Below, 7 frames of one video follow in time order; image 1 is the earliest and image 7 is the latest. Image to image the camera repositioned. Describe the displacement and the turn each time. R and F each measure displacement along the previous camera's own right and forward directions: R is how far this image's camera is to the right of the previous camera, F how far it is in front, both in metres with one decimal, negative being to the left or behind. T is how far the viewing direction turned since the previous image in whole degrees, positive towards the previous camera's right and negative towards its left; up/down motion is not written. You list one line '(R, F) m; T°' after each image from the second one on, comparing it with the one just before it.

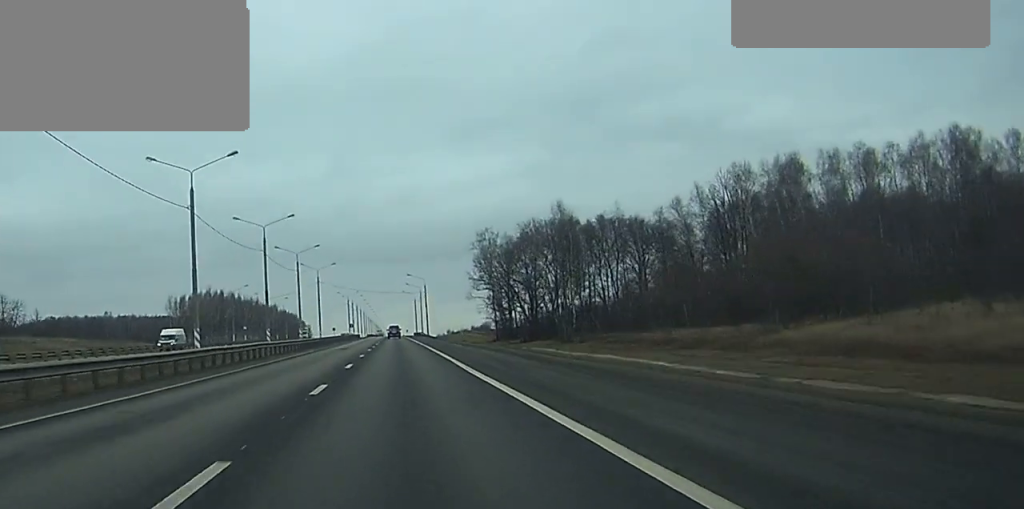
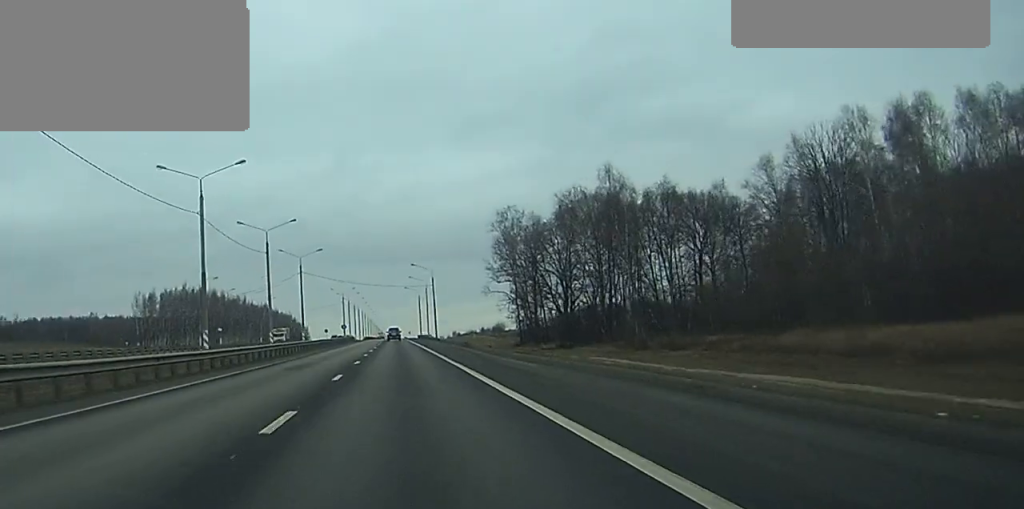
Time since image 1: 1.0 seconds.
(0.0, +30.3) m; 0°
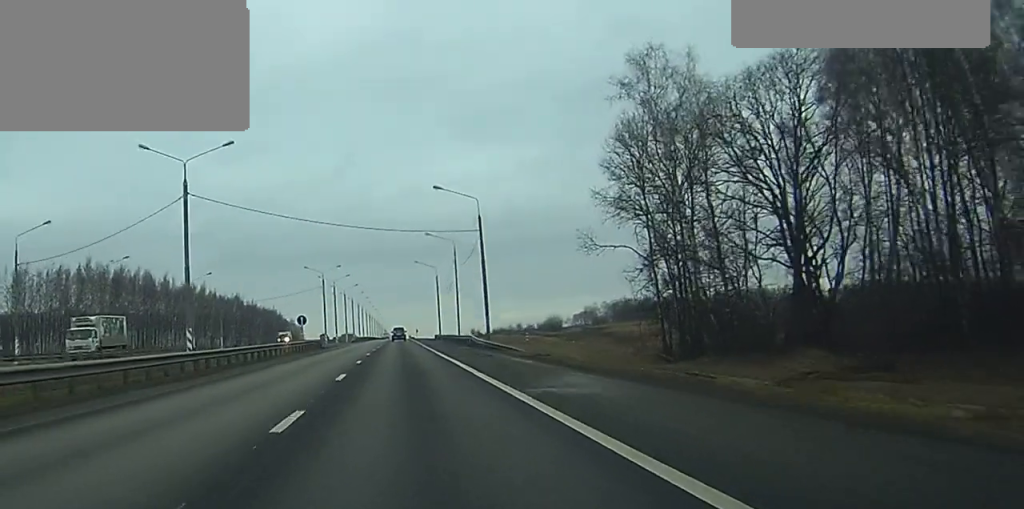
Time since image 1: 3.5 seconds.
(-0.1, +71.8) m; 0°
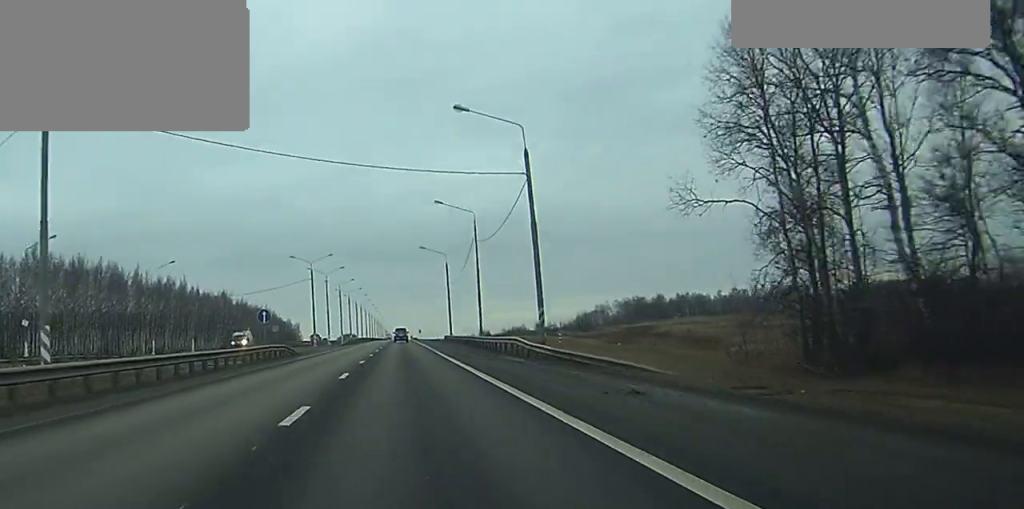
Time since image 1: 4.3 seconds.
(0.0, +23.8) m; 0°
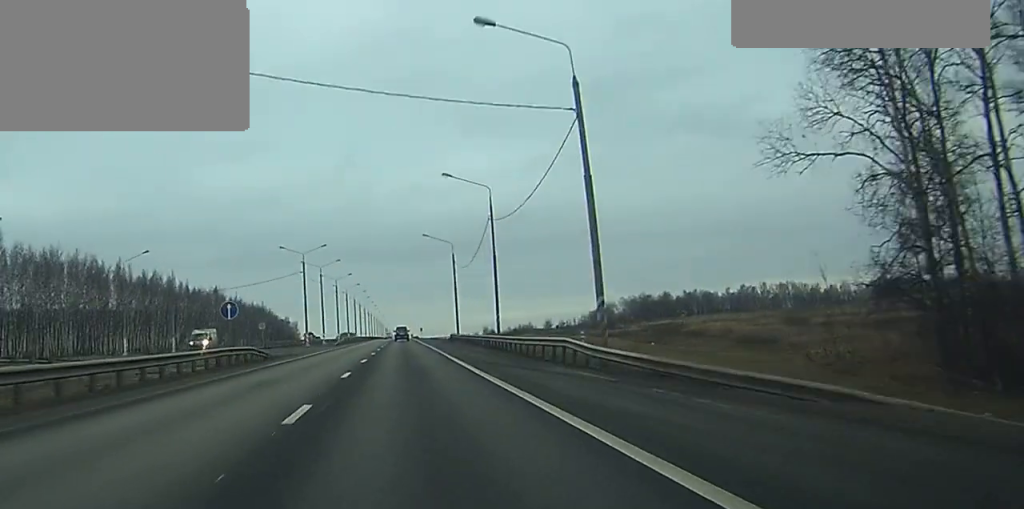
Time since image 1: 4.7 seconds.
(0.0, +11.9) m; 0°
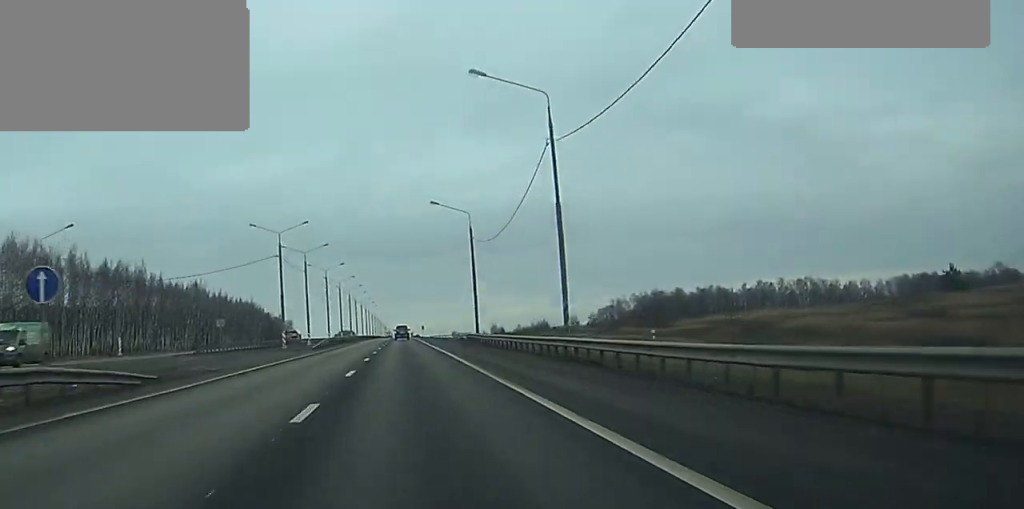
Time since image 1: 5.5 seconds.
(+0.1, +23.8) m; 0°
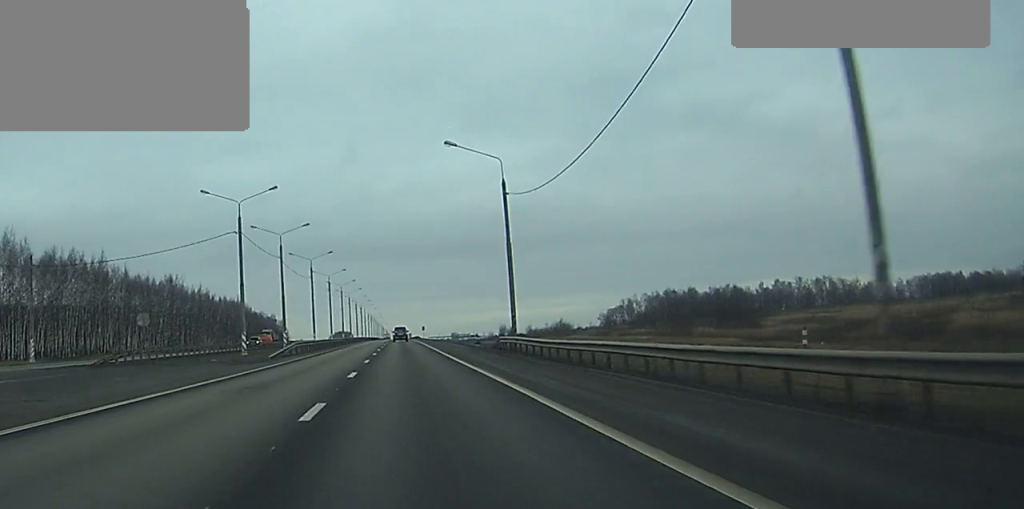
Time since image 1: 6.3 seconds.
(0.0, +23.8) m; 0°
